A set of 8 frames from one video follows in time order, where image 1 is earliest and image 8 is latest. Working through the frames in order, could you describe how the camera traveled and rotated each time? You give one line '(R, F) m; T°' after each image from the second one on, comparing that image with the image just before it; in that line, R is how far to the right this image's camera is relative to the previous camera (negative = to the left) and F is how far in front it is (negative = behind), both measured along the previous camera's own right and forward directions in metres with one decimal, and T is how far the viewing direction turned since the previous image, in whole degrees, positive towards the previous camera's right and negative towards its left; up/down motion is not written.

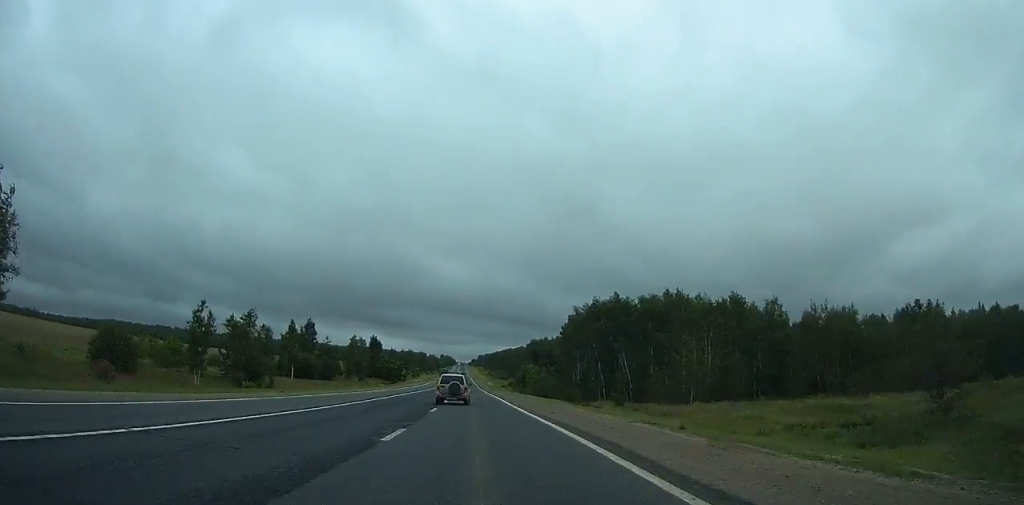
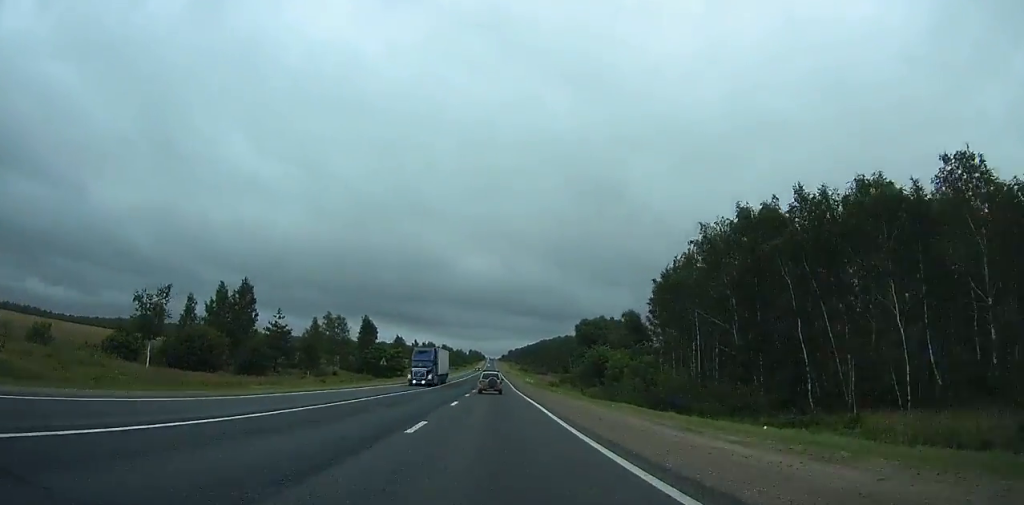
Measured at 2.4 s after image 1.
(-1.3, +57.4) m; -2°
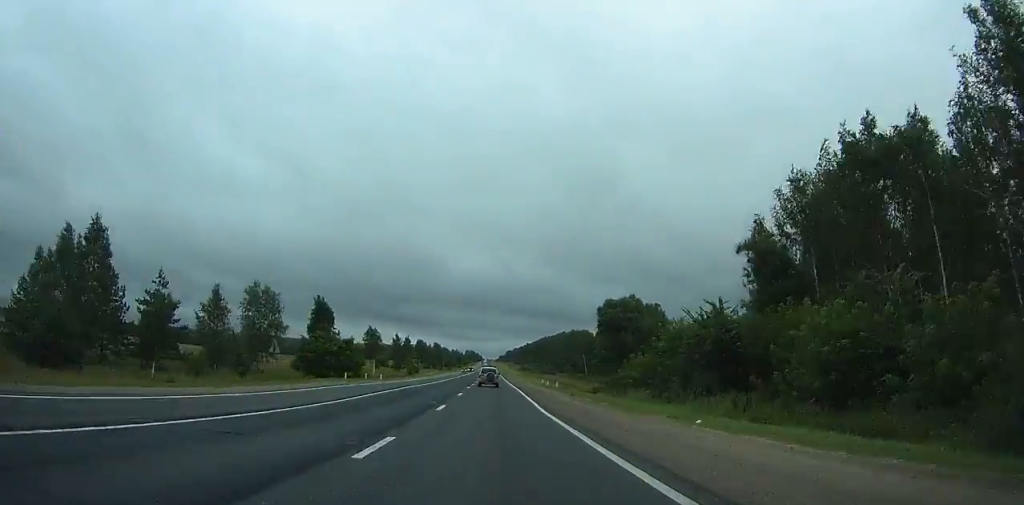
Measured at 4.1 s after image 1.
(-1.9, +40.6) m; -1°
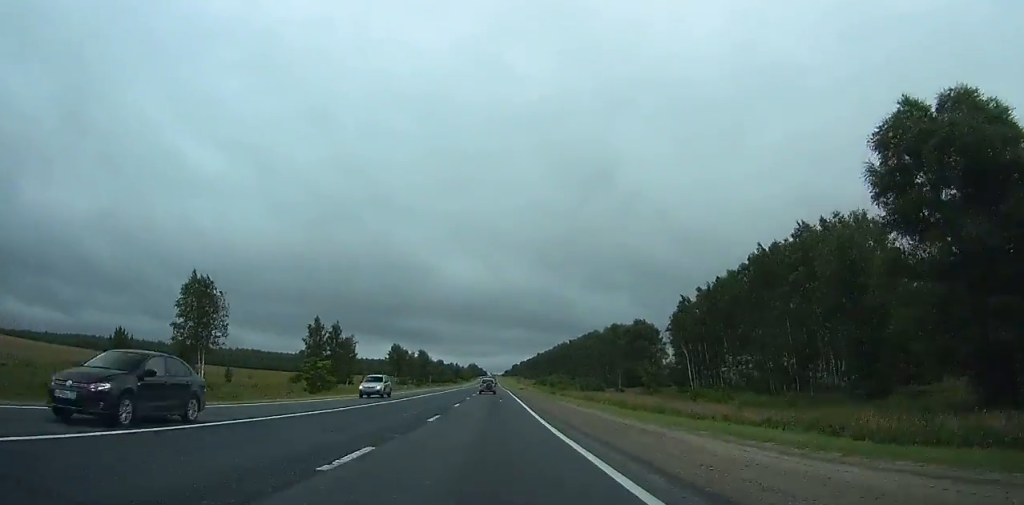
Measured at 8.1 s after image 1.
(+1.5, +96.3) m; 0°
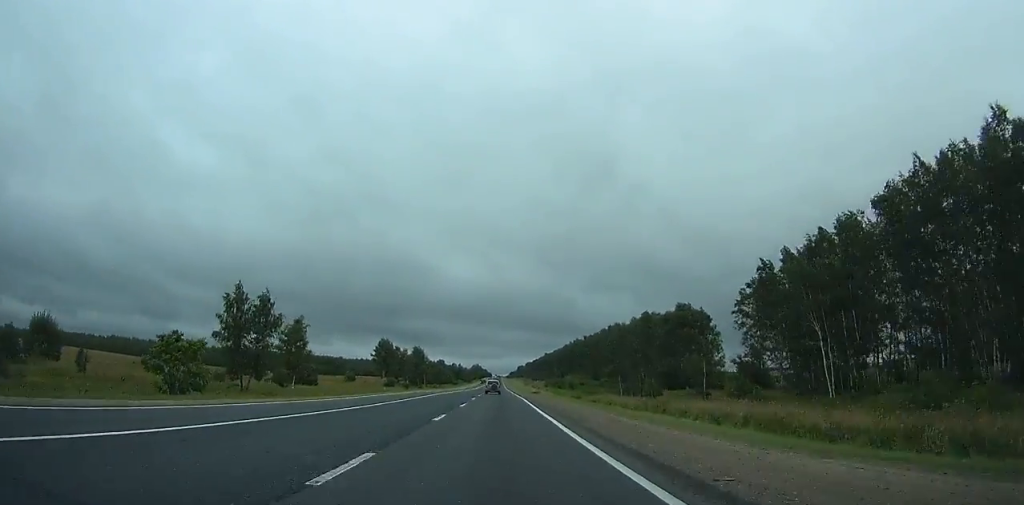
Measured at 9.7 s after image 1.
(-0.9, +38.5) m; -1°
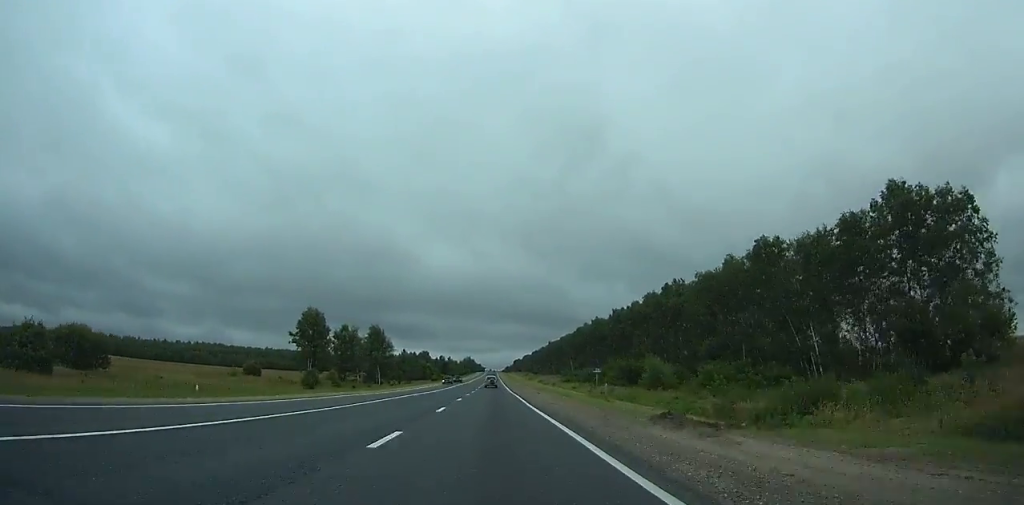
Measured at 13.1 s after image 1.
(-0.6, +81.4) m; 0°
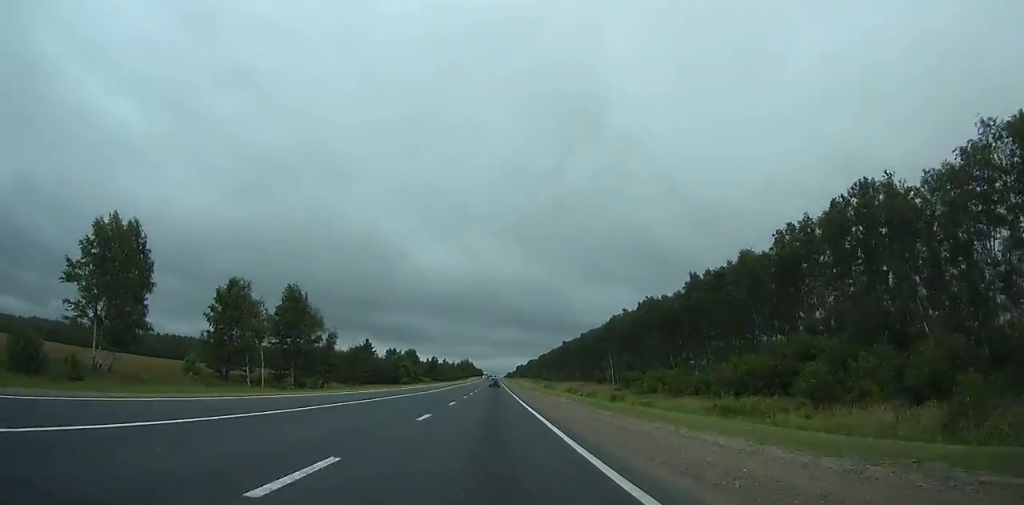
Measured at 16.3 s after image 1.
(+0.1, +76.5) m; 0°
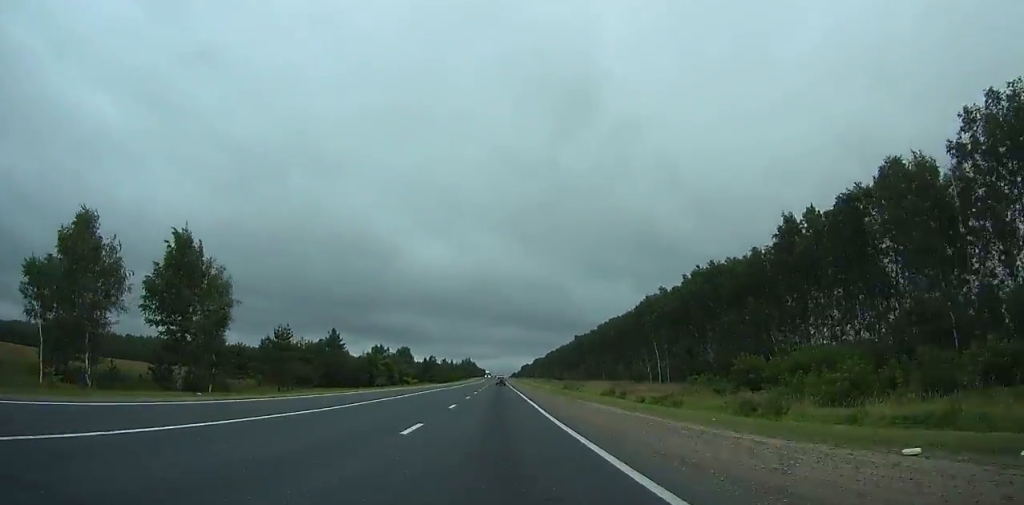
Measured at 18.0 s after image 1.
(0.0, +40.6) m; 0°
